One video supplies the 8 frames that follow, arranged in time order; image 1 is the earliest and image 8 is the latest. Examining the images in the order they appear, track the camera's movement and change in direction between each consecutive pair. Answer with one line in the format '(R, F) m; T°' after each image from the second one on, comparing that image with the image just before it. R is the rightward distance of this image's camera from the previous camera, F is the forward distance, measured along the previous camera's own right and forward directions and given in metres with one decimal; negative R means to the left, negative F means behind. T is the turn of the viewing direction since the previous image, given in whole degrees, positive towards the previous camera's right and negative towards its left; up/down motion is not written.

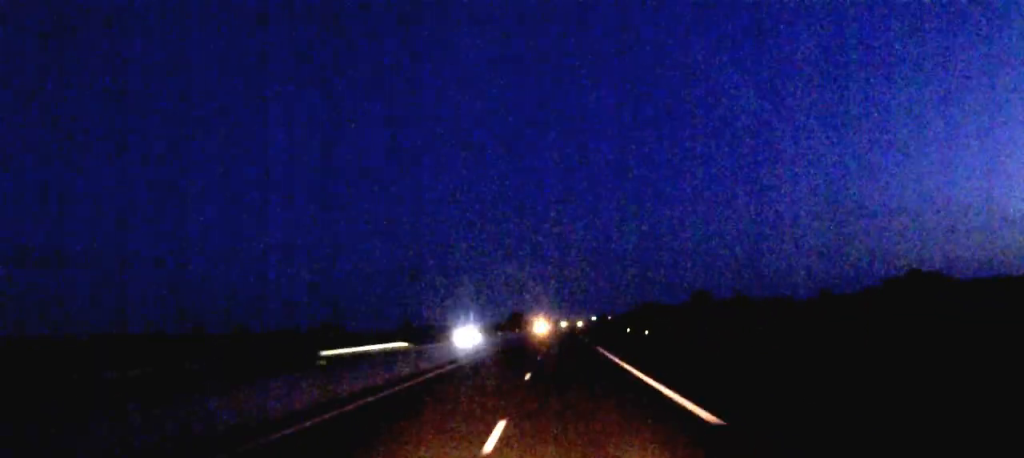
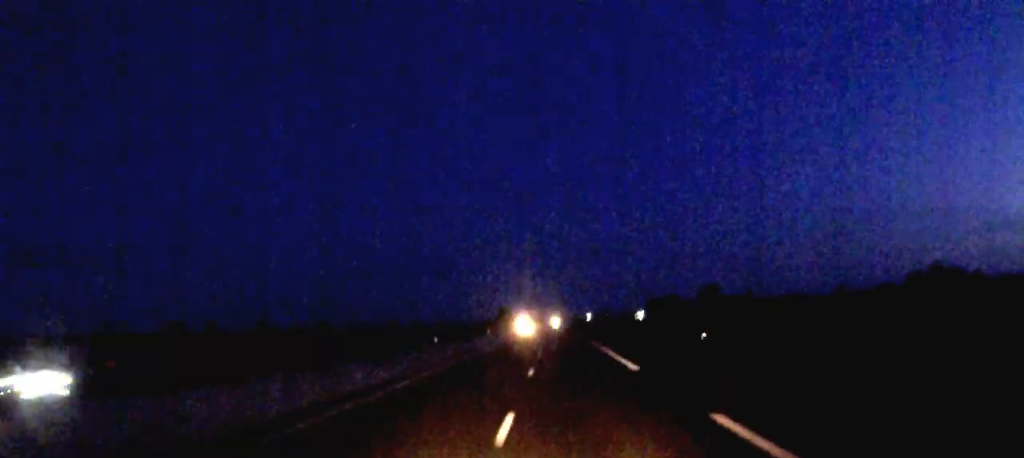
(+0.2, +38.4) m; +1°
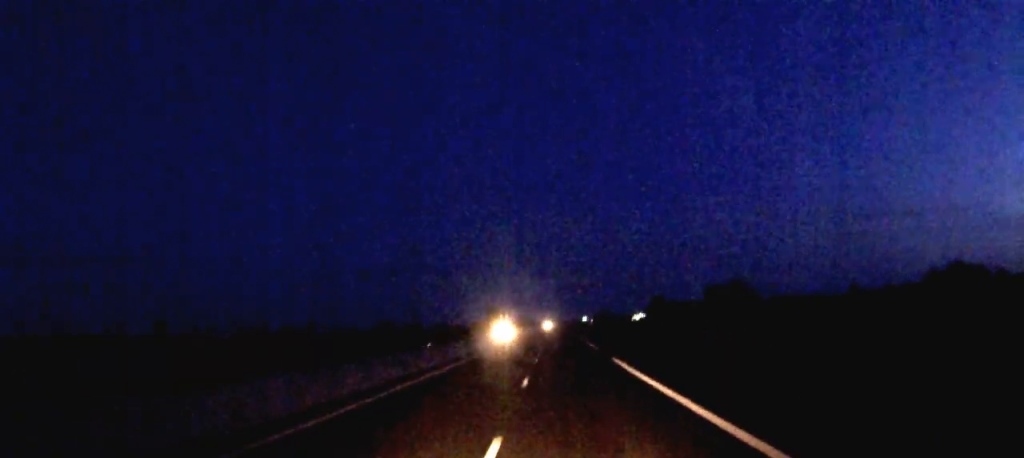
(+0.1, +28.8) m; 0°
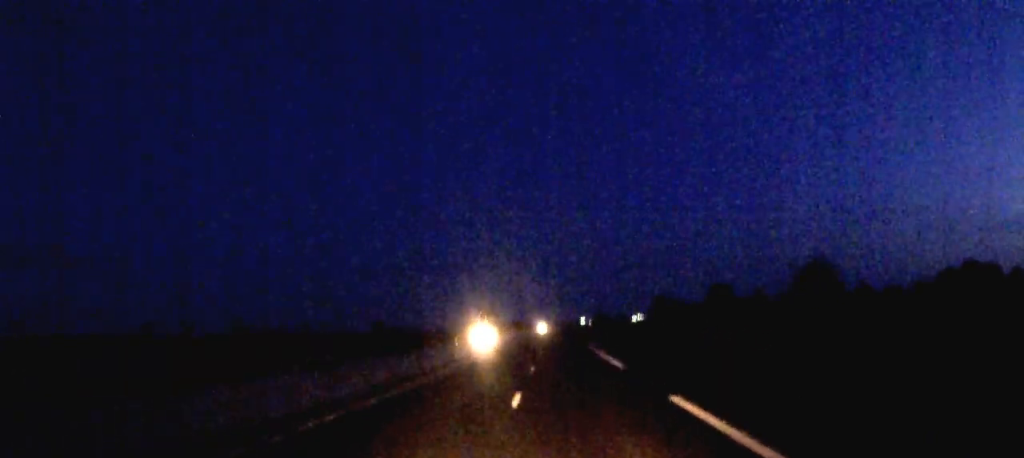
(0.0, +18.3) m; 0°
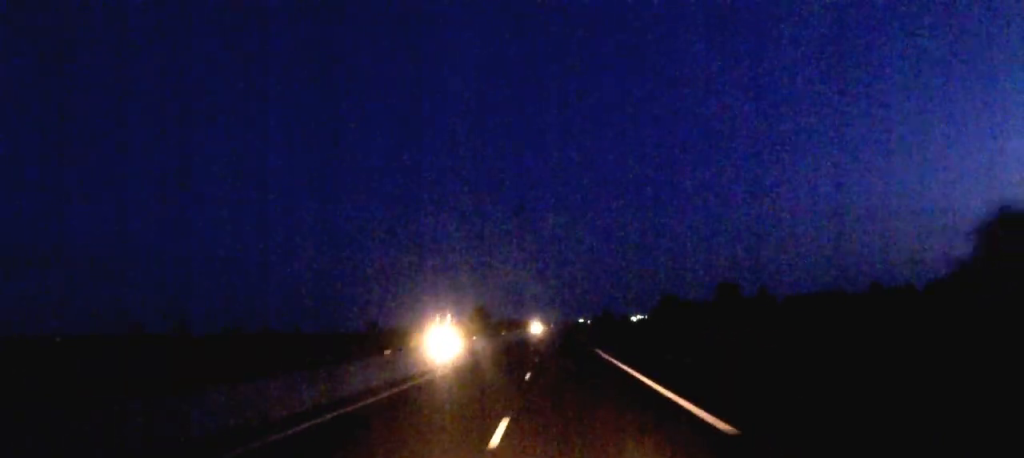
(0.0, +18.3) m; 0°
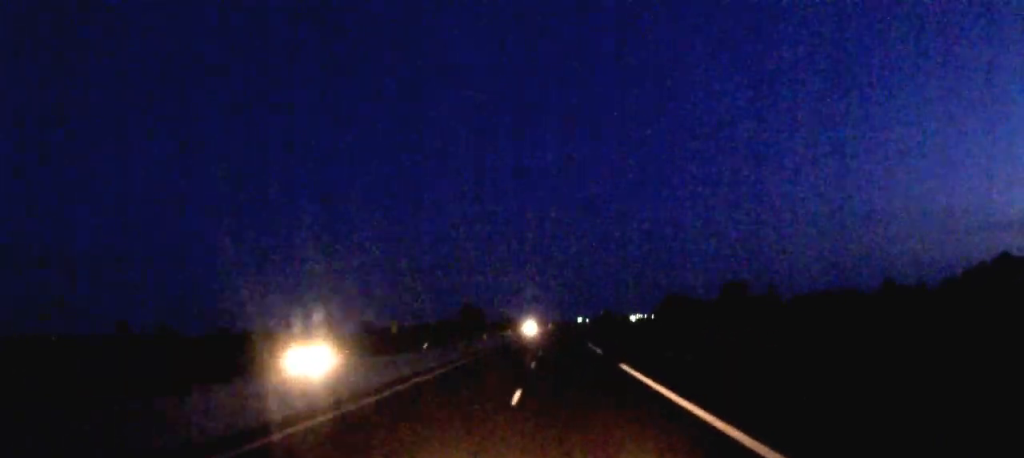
(0.0, +20.3) m; 0°
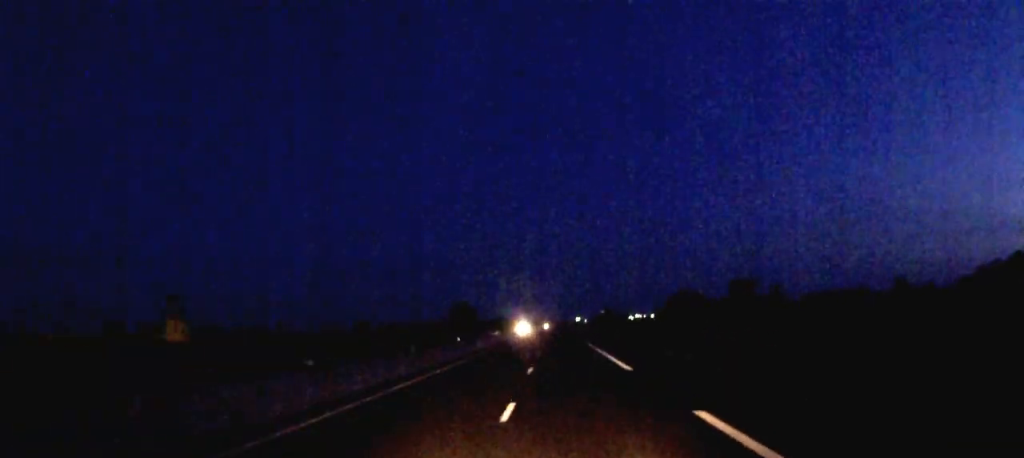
(0.0, +16.5) m; 0°
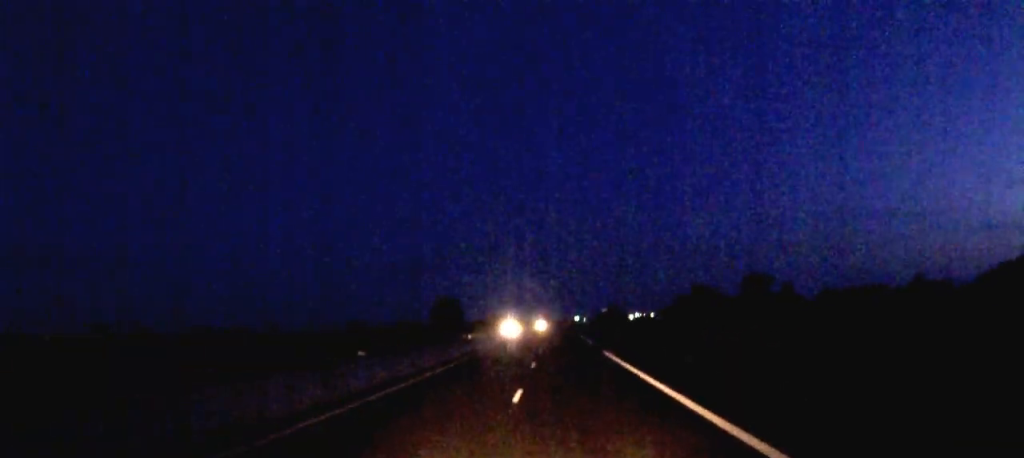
(0.0, +23.4) m; 0°
